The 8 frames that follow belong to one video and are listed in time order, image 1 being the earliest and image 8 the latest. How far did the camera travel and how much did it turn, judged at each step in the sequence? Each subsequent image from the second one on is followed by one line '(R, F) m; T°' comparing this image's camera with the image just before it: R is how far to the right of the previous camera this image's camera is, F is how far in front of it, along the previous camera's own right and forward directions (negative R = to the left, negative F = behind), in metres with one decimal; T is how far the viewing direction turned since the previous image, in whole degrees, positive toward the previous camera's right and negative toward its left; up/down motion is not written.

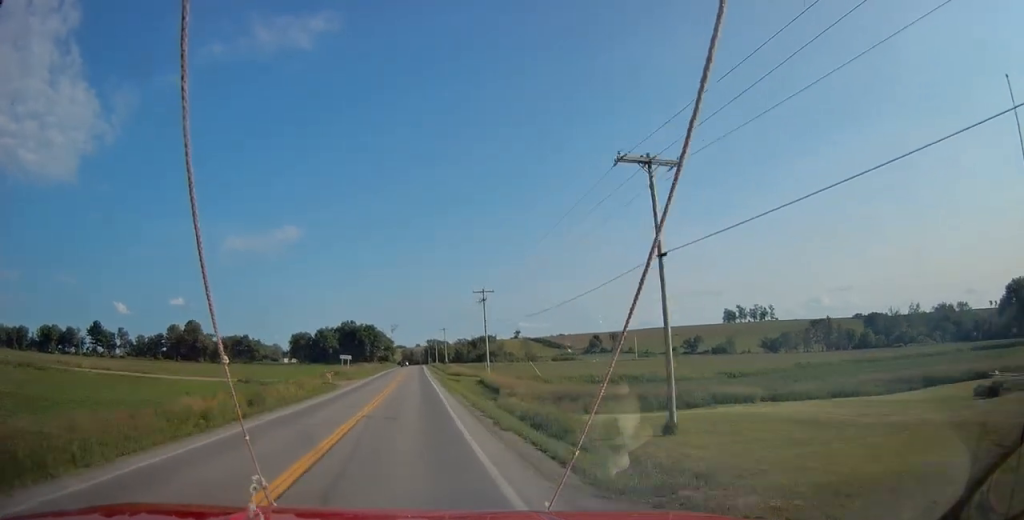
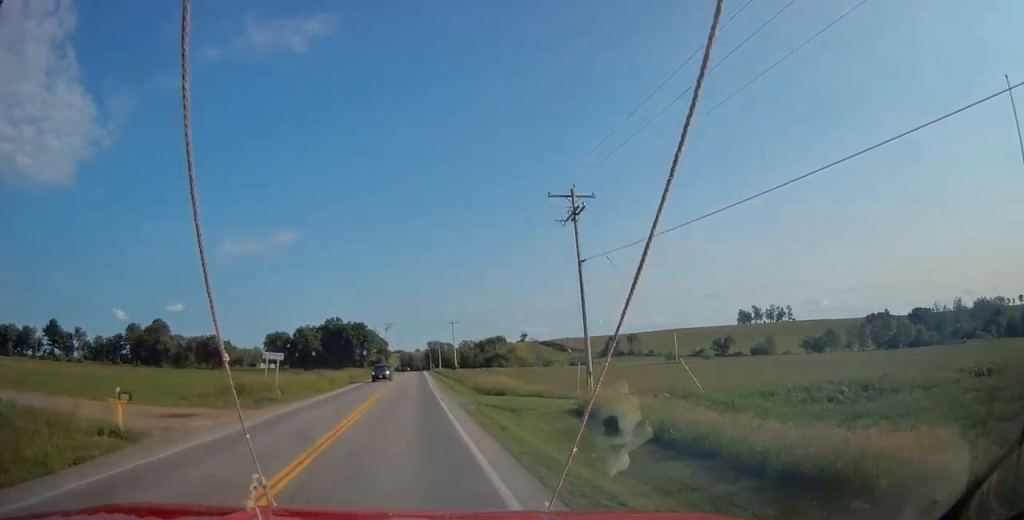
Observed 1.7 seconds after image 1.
(+0.1, +39.9) m; 0°
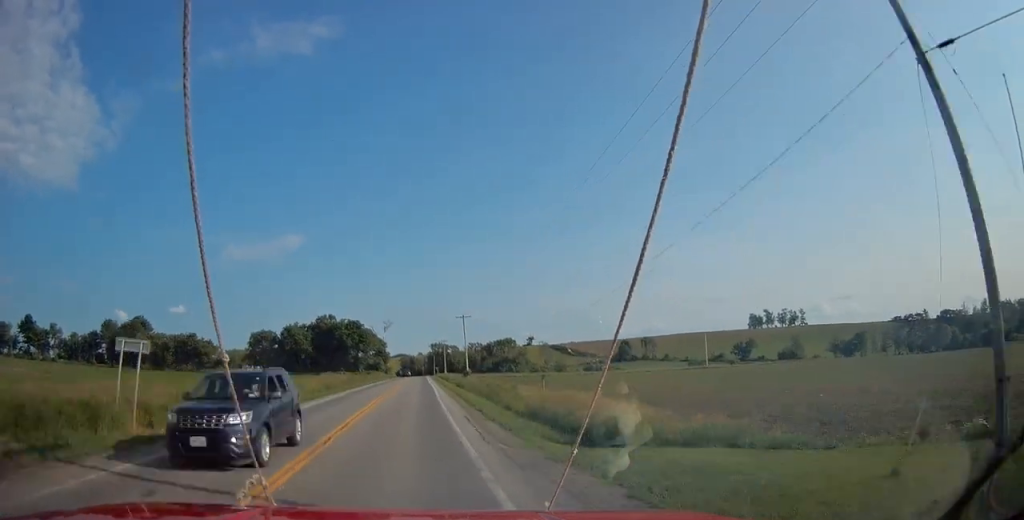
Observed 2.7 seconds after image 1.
(0.0, +21.5) m; 0°
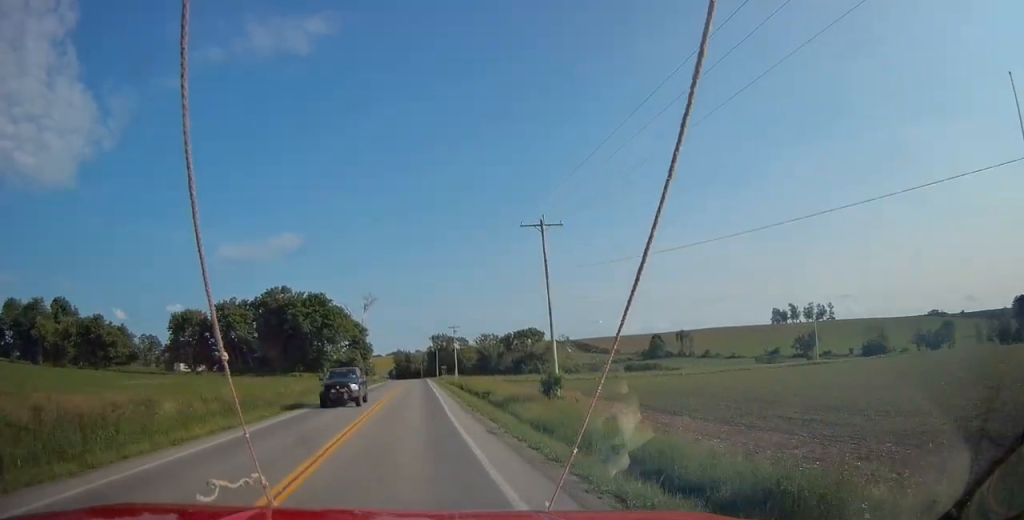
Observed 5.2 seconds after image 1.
(-0.2, +59.0) m; 0°
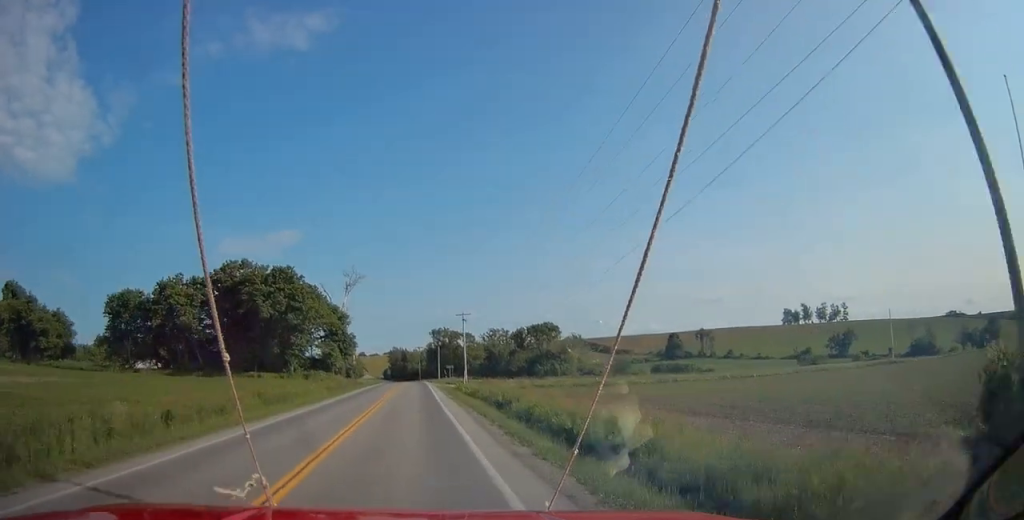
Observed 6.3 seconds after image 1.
(-0.1, +26.7) m; 0°
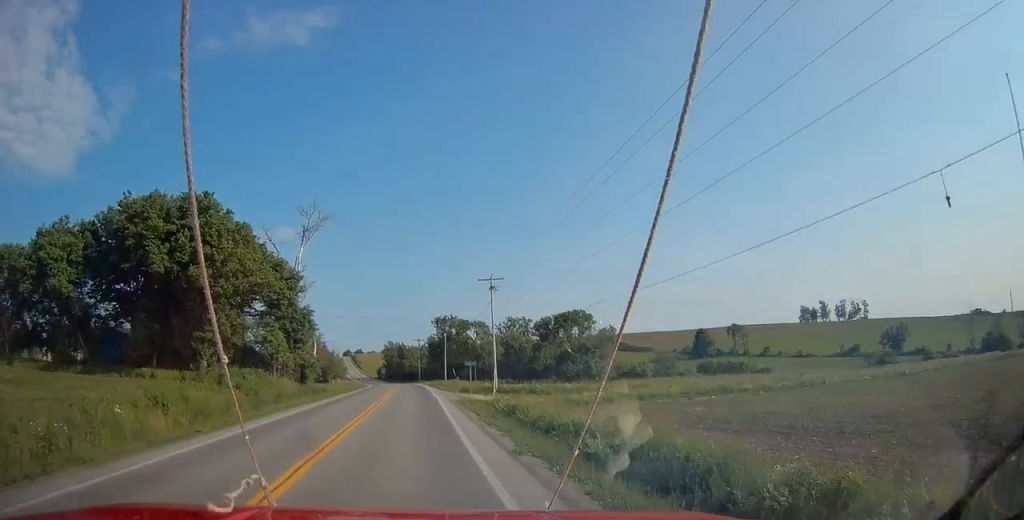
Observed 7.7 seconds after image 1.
(+0.3, +34.0) m; 0°
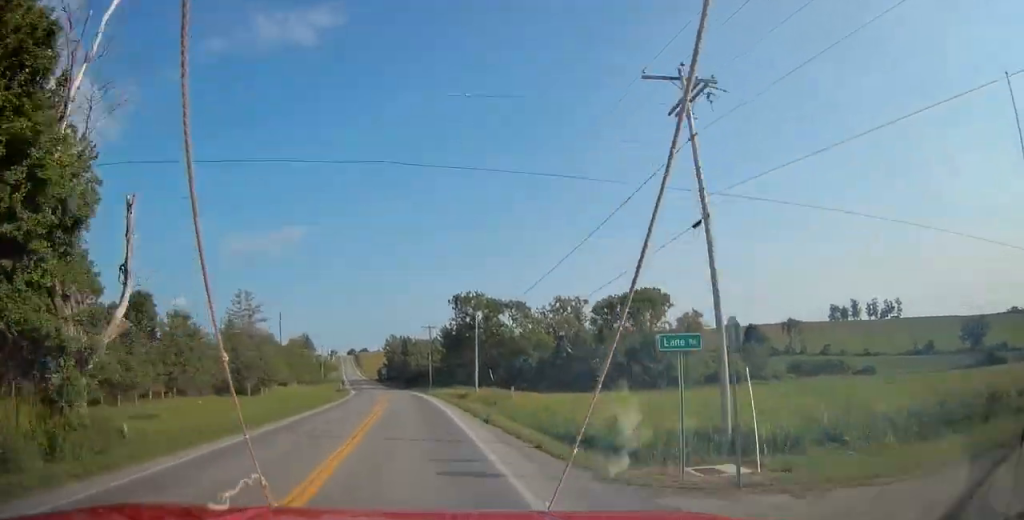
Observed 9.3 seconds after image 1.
(-0.3, +39.7) m; -1°
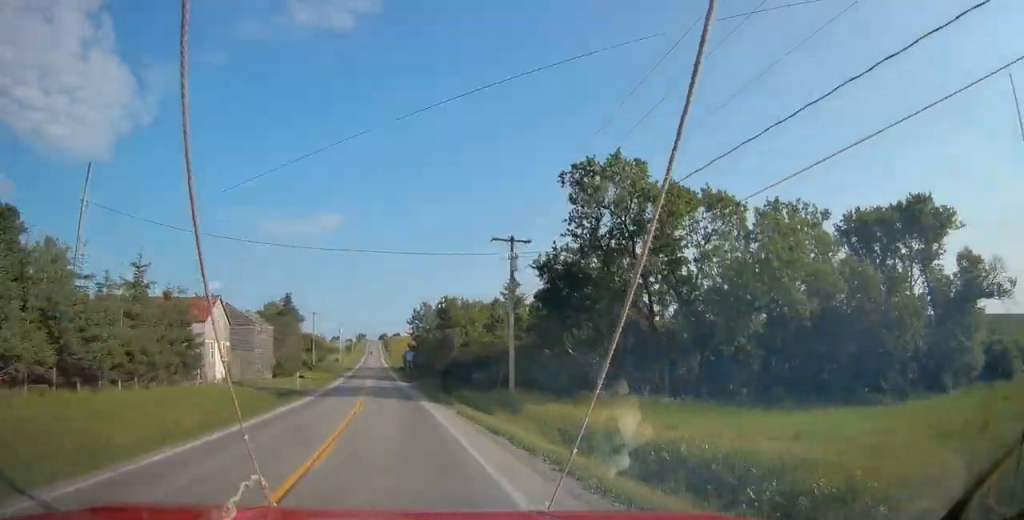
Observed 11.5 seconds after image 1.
(-1.0, +54.3) m; -3°
